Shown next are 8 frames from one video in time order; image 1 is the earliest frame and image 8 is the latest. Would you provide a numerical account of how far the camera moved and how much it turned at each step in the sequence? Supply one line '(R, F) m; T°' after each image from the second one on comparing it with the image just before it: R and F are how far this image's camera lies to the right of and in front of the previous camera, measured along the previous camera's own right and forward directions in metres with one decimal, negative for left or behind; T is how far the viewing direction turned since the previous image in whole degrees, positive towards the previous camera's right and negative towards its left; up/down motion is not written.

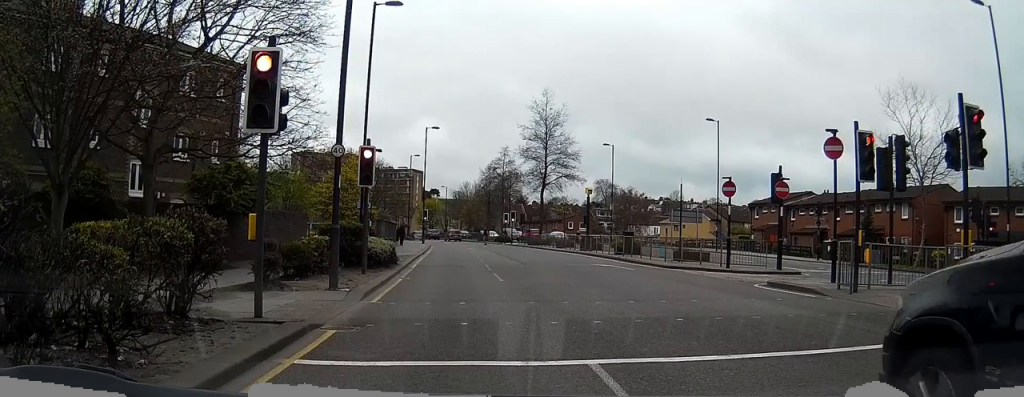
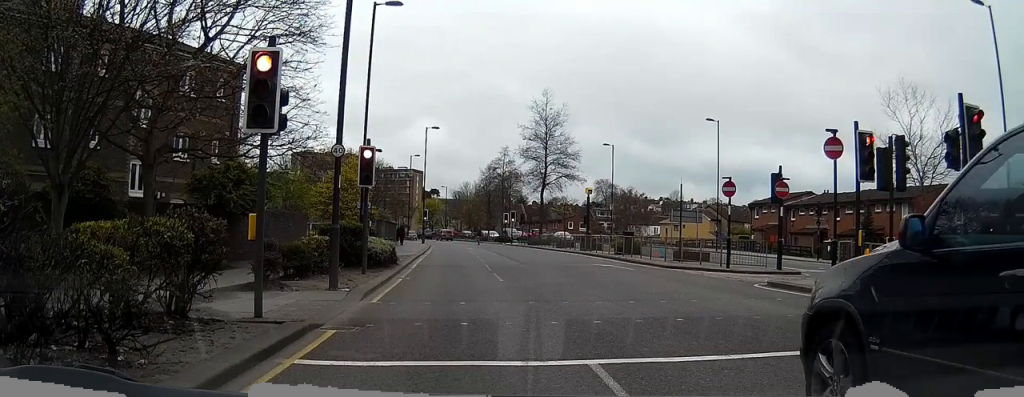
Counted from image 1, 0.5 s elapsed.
(0.0, 0.0) m; 0°
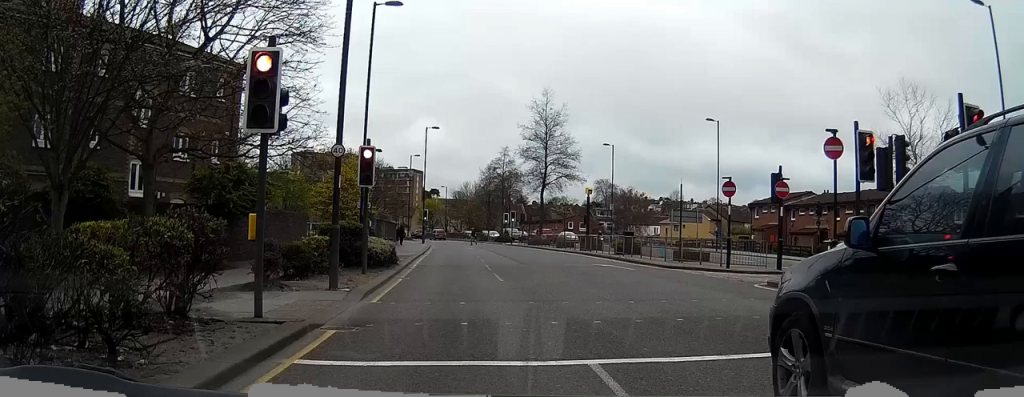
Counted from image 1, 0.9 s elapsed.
(0.0, 0.0) m; 0°
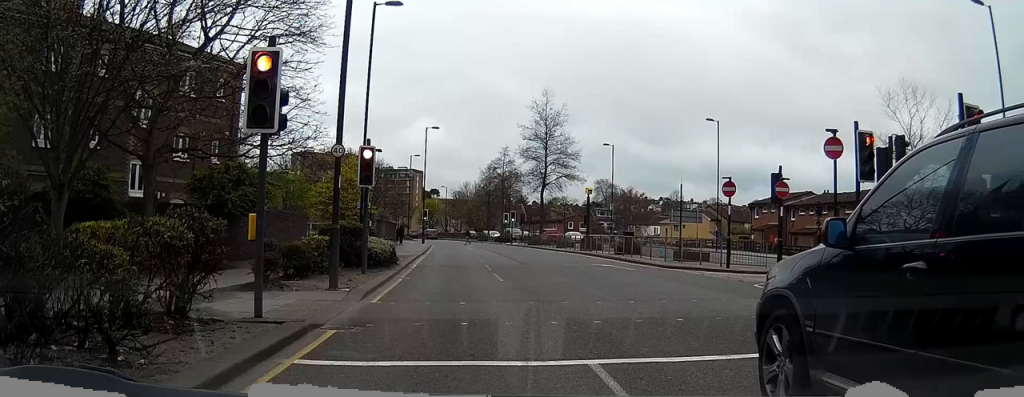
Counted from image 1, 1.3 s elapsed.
(0.0, 0.0) m; 0°
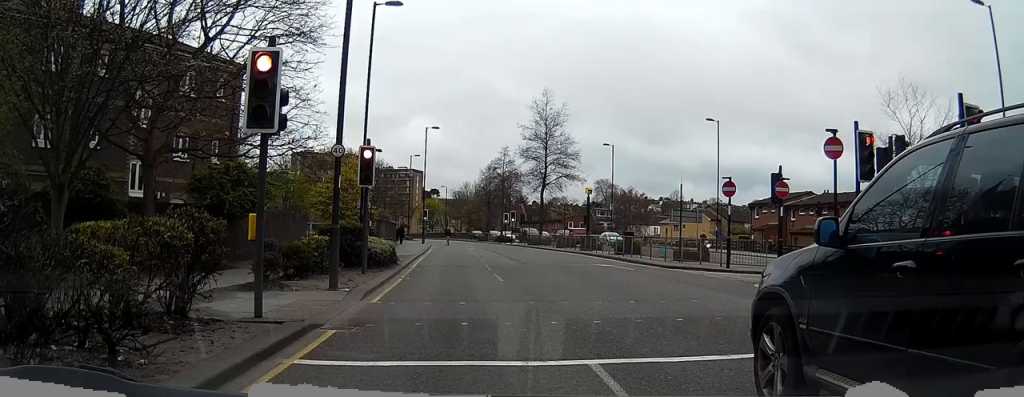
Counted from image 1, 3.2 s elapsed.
(0.0, 0.0) m; 0°
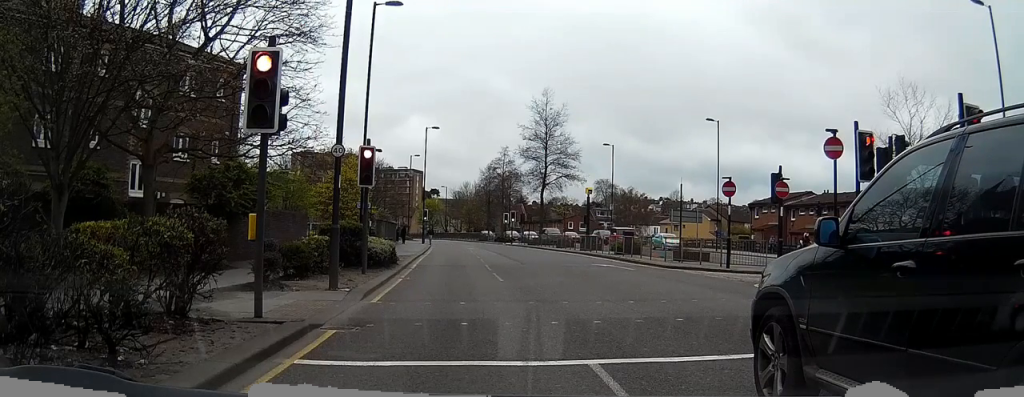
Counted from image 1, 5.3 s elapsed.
(0.0, 0.0) m; 0°
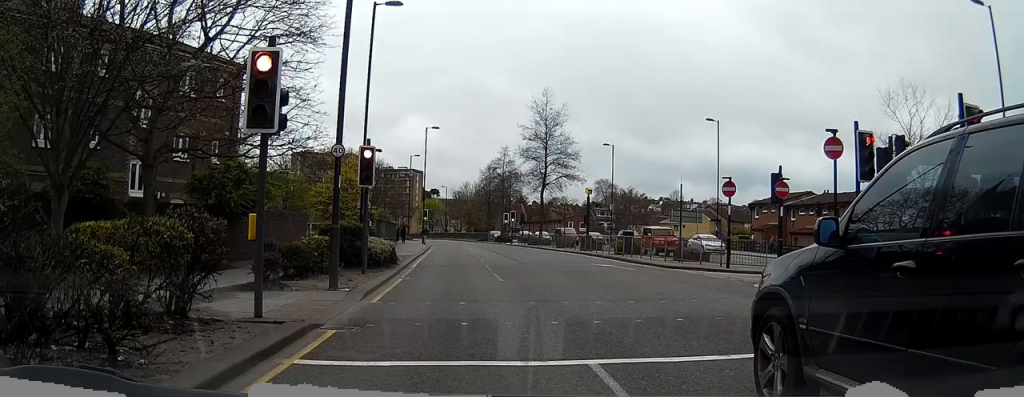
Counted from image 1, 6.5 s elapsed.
(0.0, 0.0) m; 0°
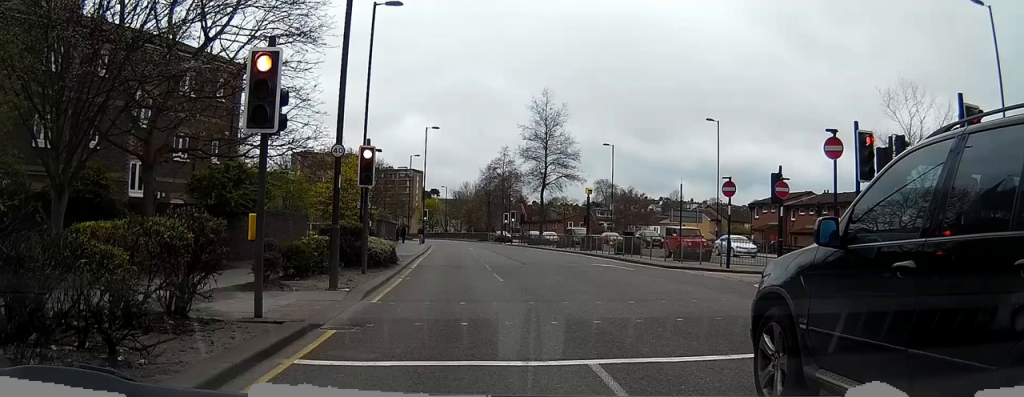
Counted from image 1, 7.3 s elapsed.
(0.0, 0.0) m; 0°
